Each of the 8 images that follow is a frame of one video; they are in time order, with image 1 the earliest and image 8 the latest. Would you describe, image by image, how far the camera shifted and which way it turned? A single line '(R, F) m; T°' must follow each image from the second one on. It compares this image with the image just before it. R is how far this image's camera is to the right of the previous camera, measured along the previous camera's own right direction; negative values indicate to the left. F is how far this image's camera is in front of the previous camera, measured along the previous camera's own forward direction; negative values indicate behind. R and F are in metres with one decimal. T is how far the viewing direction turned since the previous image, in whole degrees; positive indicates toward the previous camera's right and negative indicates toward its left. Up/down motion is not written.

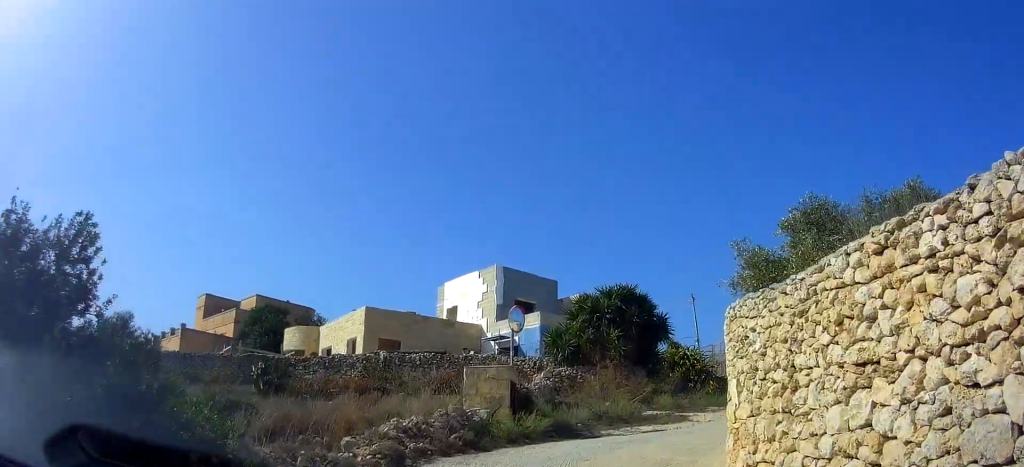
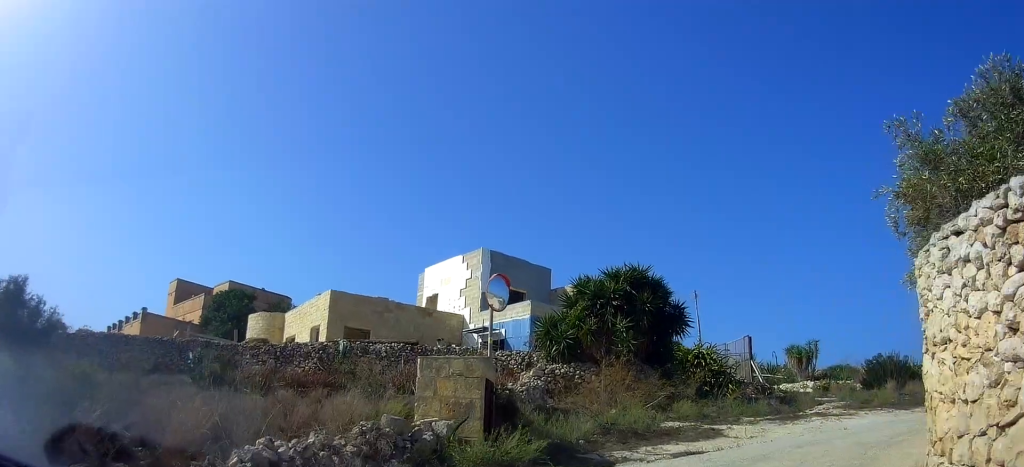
(-0.4, +5.0) m; +1°
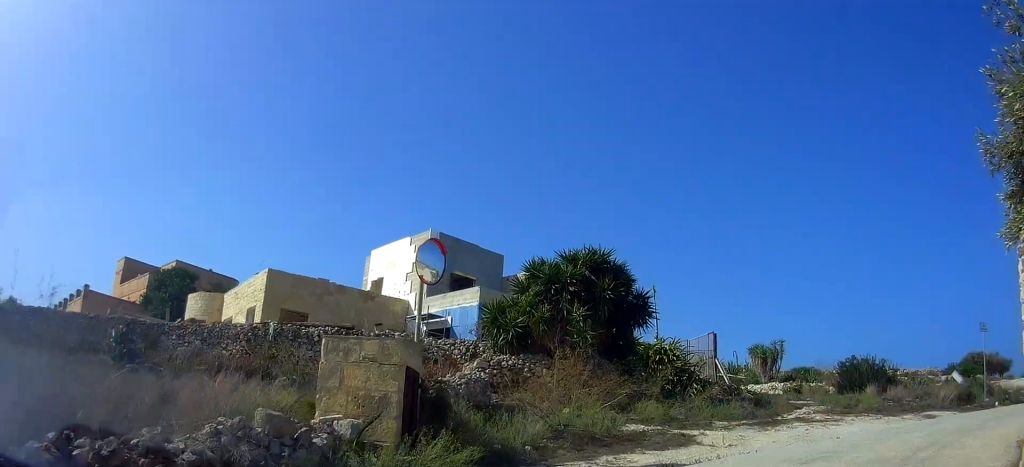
(-0.2, +2.5) m; +7°
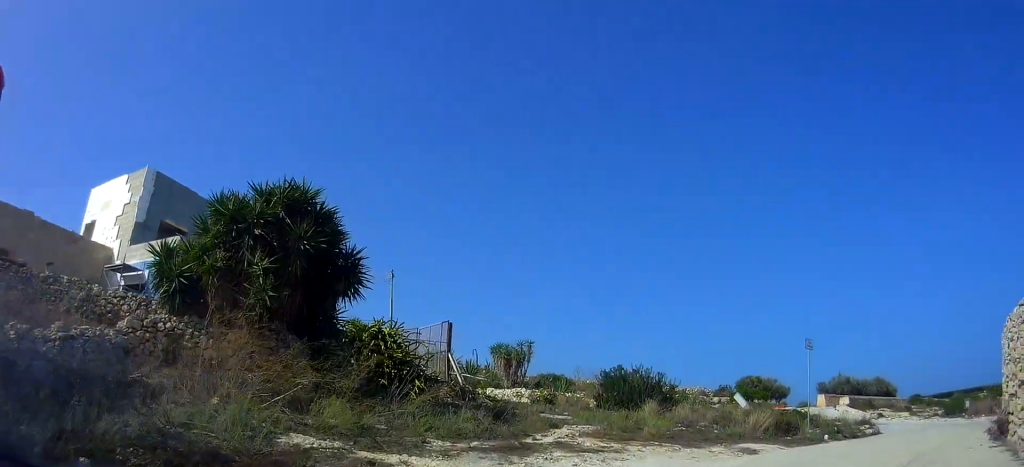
(+1.0, +5.4) m; +11°
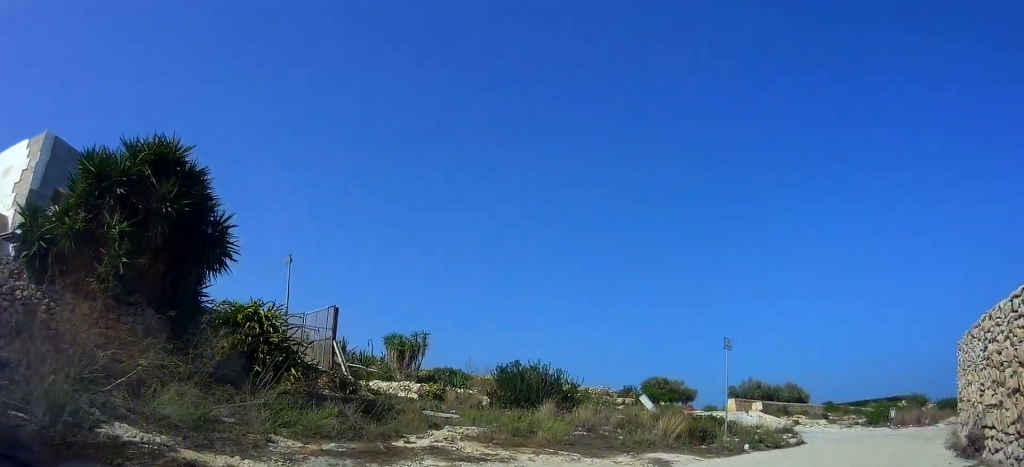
(-0.4, +1.7) m; +8°
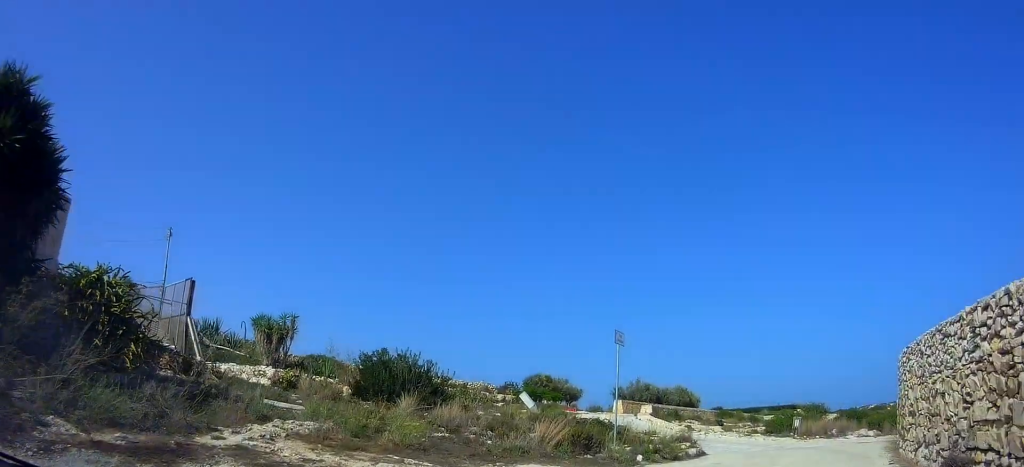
(+0.2, +1.8) m; +14°
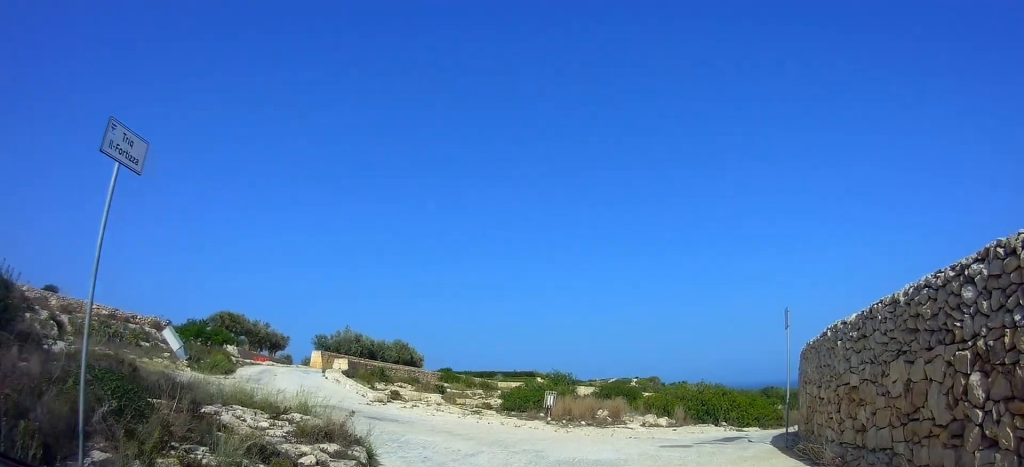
(+2.9, +7.6) m; +27°
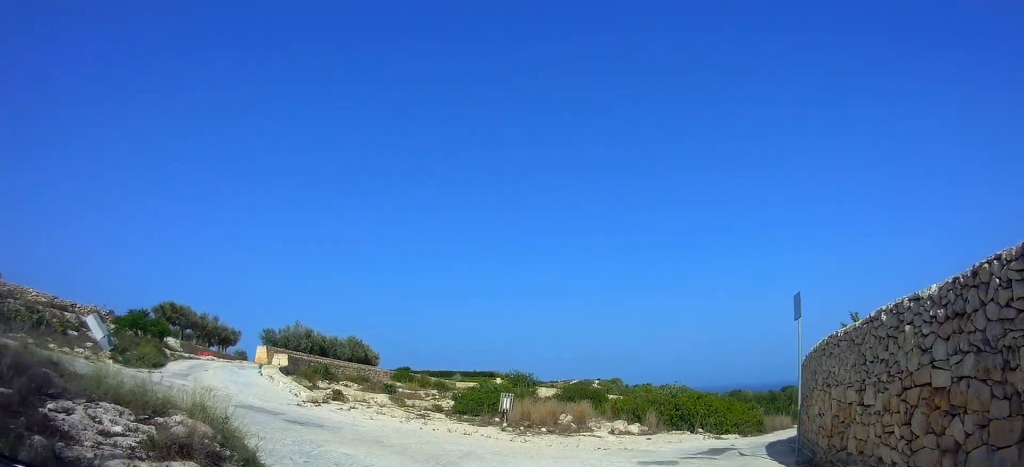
(-0.1, +2.2) m; +7°
